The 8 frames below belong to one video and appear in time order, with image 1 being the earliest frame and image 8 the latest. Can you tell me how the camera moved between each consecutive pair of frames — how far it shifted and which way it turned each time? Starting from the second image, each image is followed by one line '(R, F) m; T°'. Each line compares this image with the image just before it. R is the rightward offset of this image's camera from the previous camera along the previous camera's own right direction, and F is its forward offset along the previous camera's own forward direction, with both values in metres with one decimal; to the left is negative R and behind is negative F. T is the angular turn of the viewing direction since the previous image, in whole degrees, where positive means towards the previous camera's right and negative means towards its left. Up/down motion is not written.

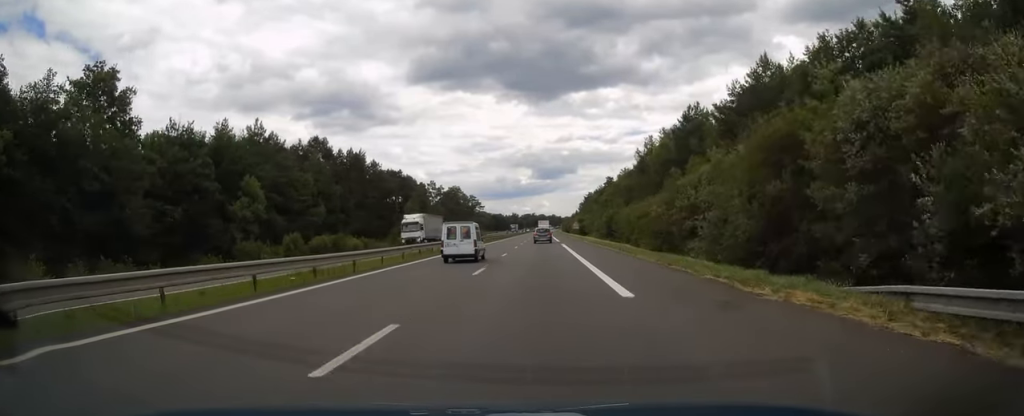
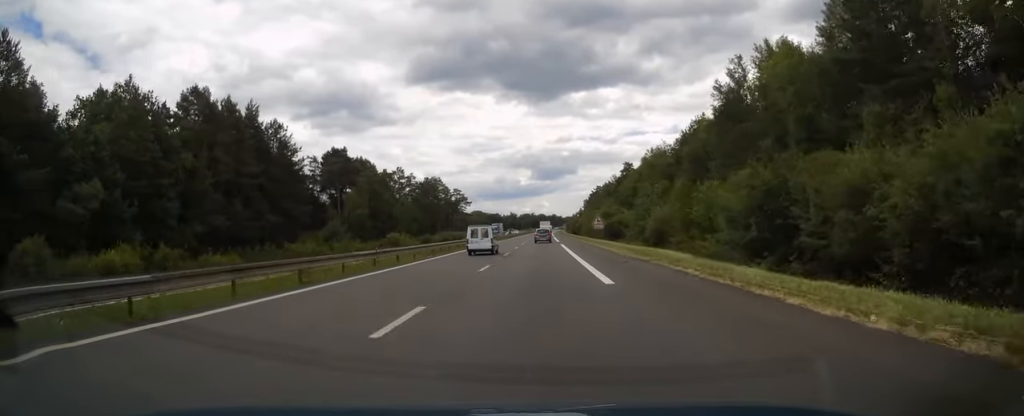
(+0.1, +49.0) m; 0°
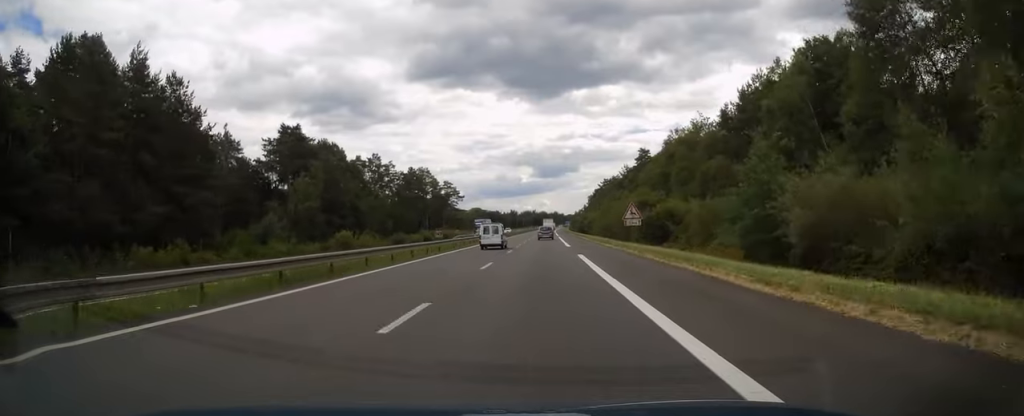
(0.0, +25.5) m; 0°
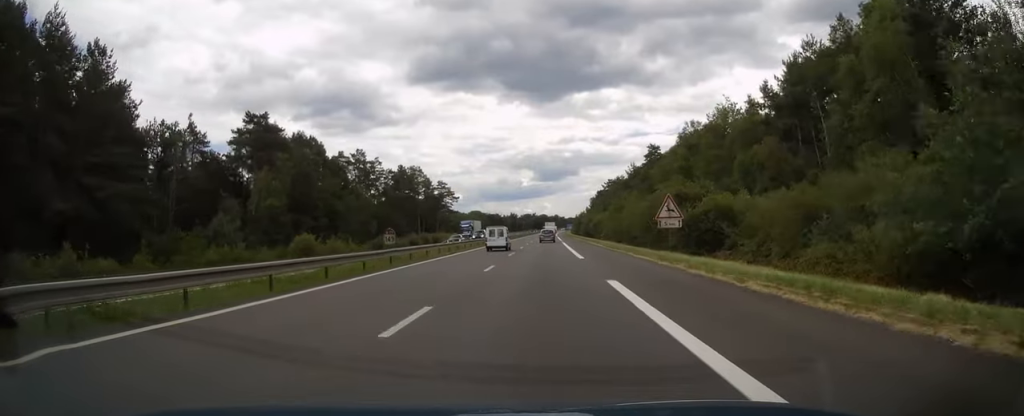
(0.0, +12.8) m; 0°
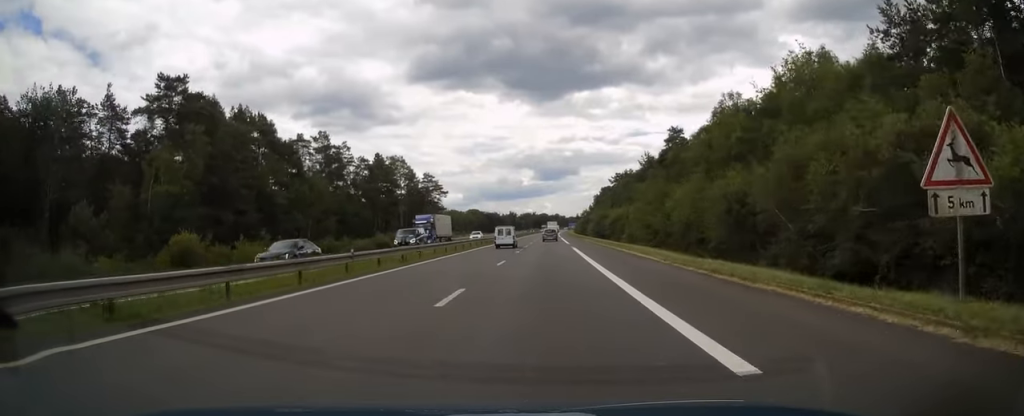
(-0.1, +22.6) m; 0°
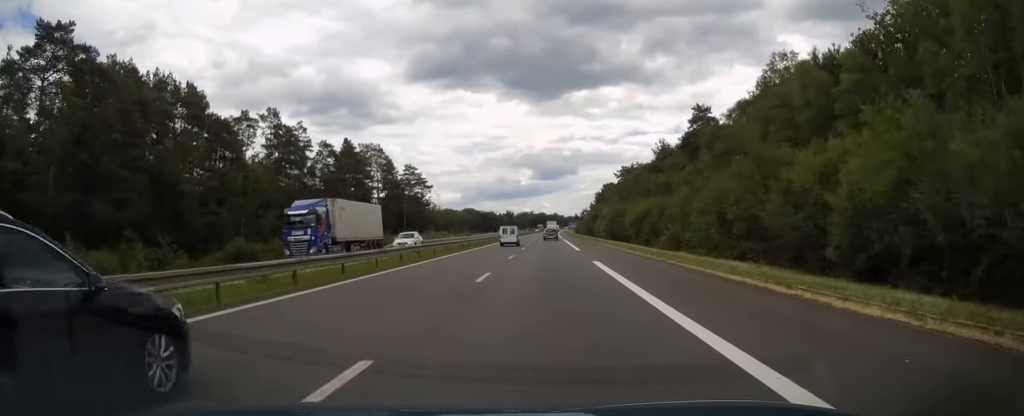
(0.0, +20.6) m; 0°
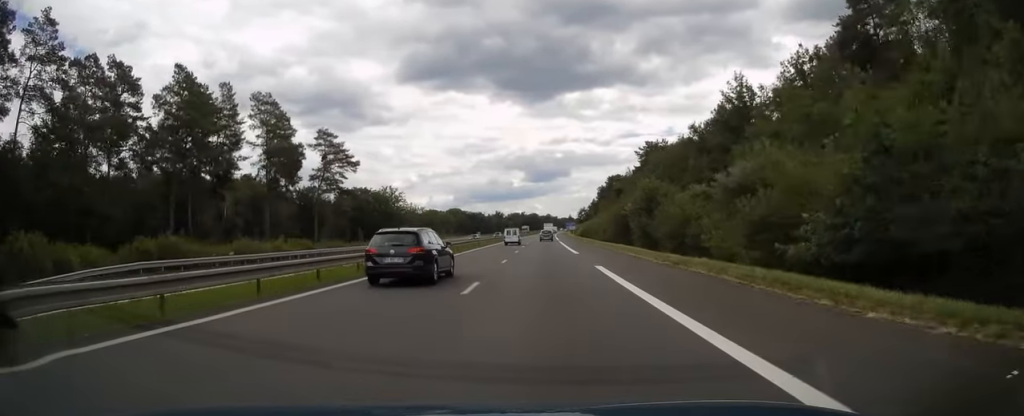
(+0.2, +54.0) m; +1°
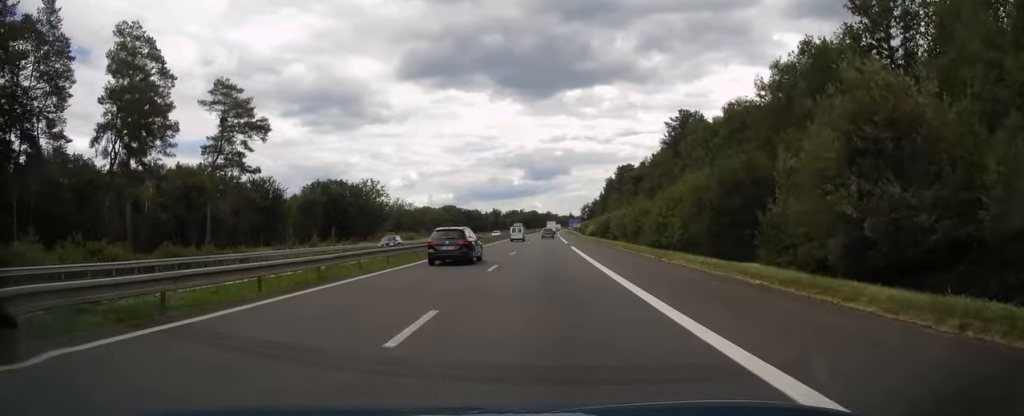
(+0.1, +31.9) m; 0°
